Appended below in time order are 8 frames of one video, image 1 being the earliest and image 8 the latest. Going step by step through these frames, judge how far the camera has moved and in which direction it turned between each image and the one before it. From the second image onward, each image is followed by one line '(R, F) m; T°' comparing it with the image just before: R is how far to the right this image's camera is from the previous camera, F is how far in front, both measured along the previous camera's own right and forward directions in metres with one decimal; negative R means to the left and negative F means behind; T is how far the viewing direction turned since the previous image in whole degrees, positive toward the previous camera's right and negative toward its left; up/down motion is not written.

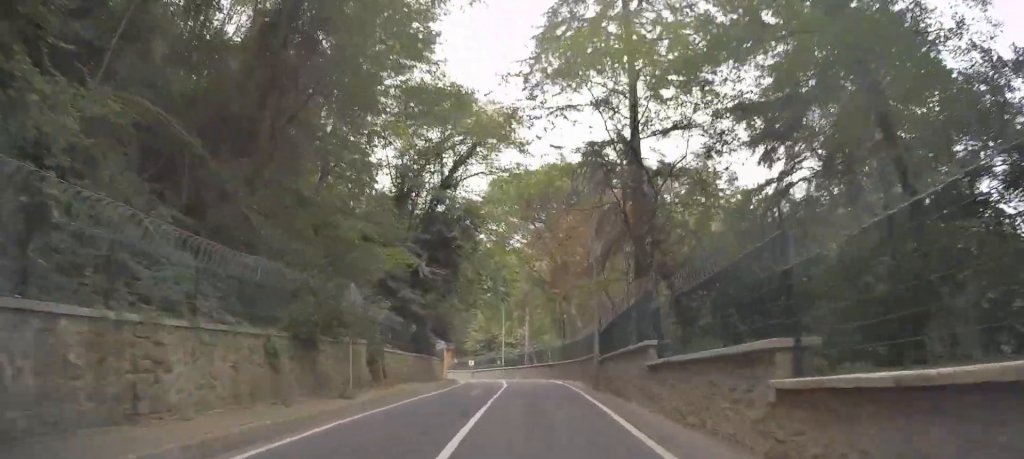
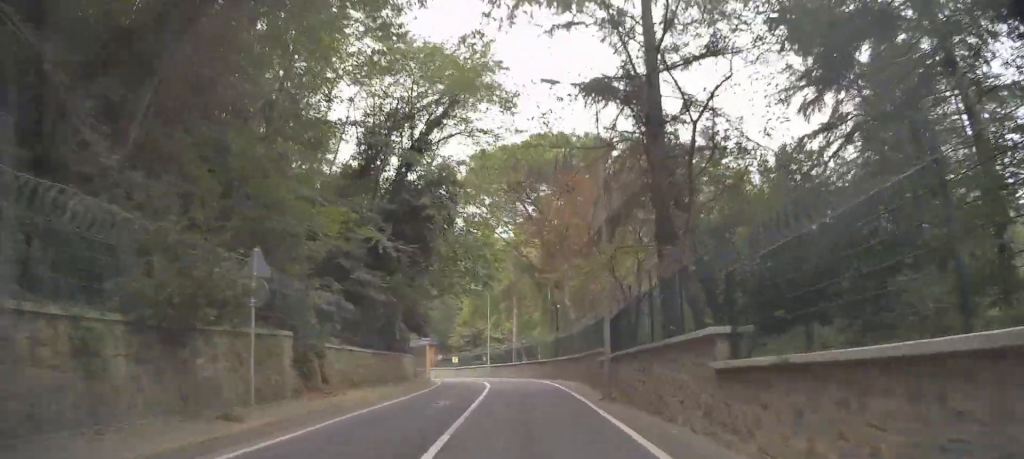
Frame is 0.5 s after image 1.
(+0.1, +5.7) m; +1°
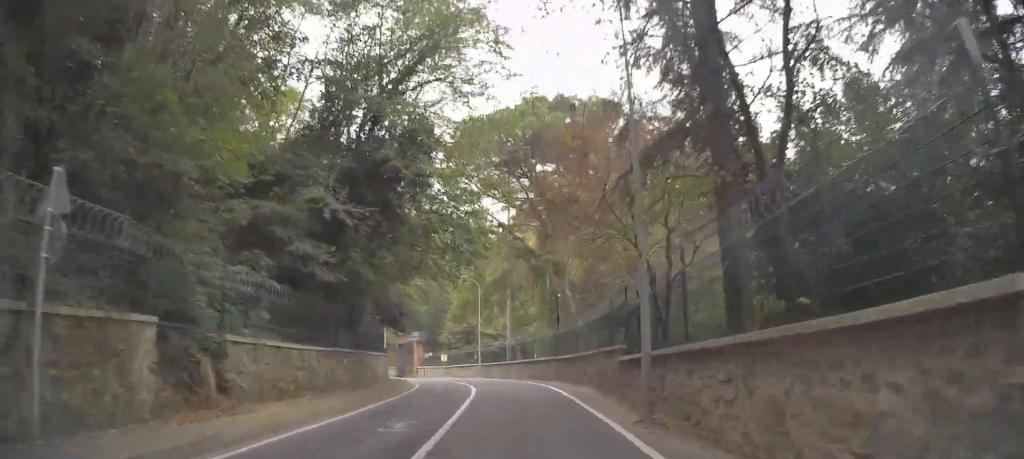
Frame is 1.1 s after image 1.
(0.0, +5.6) m; 0°
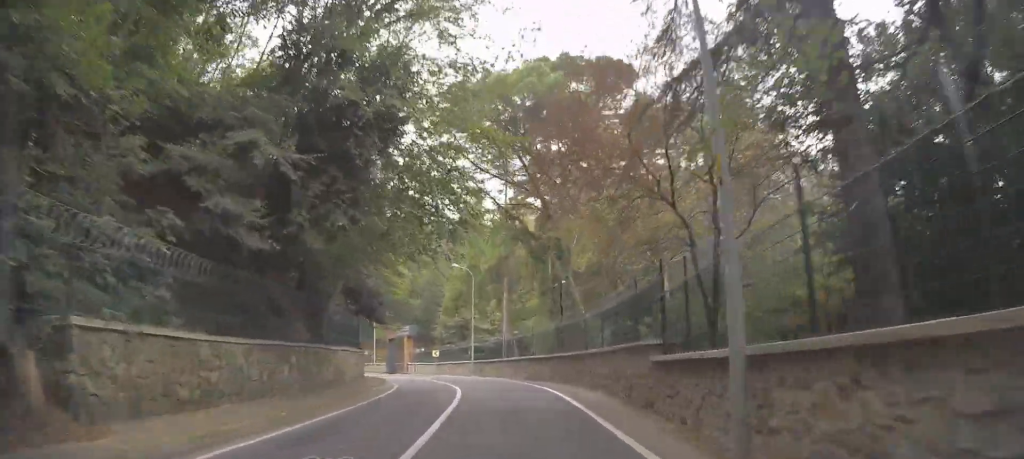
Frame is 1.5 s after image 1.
(0.0, +4.6) m; 0°
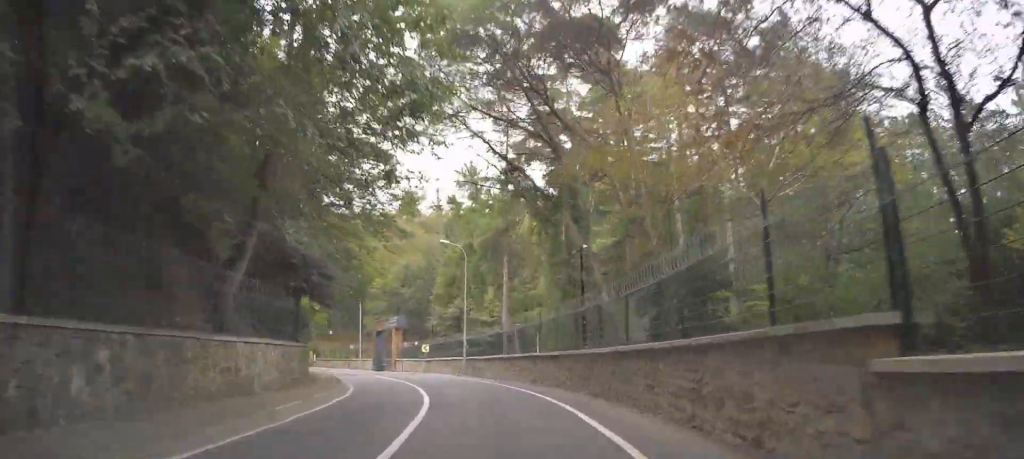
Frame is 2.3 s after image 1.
(0.0, +8.0) m; -2°
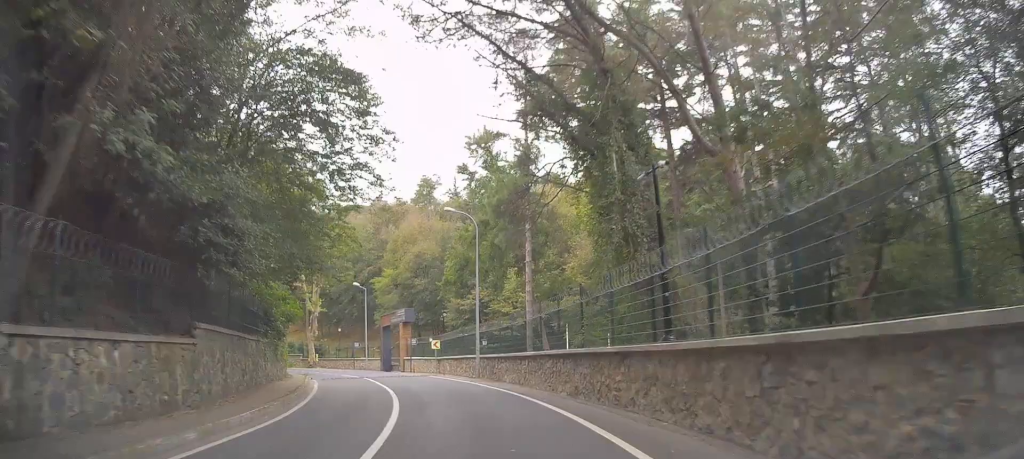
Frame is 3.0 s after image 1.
(-0.3, +7.8) m; -2°
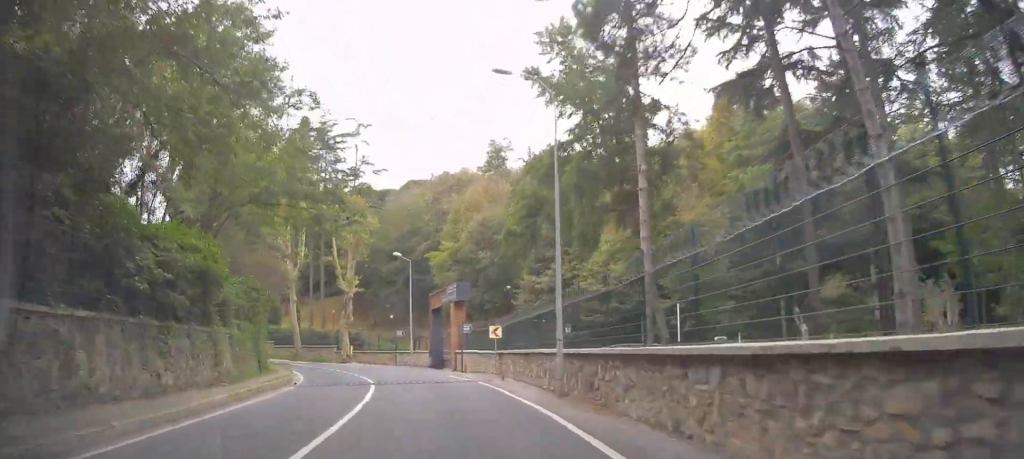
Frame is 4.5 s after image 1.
(-0.4, +14.3) m; -5°
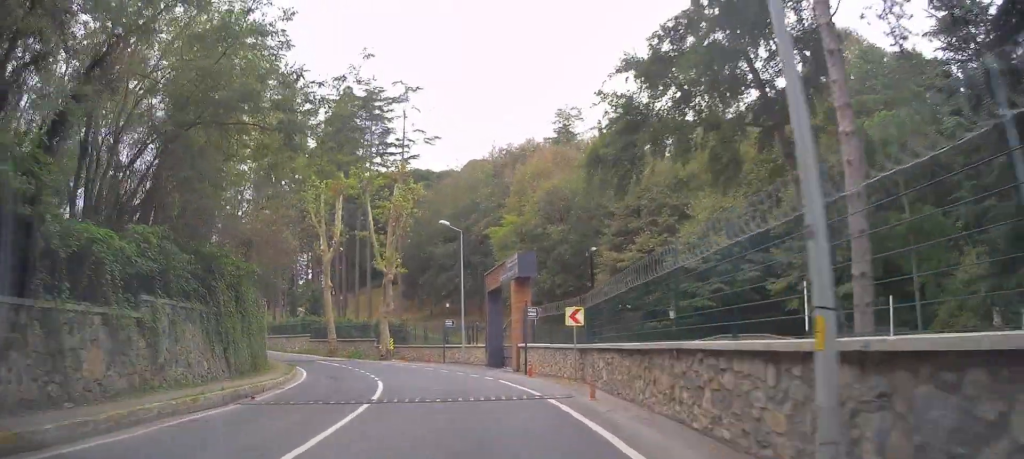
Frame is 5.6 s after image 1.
(-0.8, +9.1) m; -7°
